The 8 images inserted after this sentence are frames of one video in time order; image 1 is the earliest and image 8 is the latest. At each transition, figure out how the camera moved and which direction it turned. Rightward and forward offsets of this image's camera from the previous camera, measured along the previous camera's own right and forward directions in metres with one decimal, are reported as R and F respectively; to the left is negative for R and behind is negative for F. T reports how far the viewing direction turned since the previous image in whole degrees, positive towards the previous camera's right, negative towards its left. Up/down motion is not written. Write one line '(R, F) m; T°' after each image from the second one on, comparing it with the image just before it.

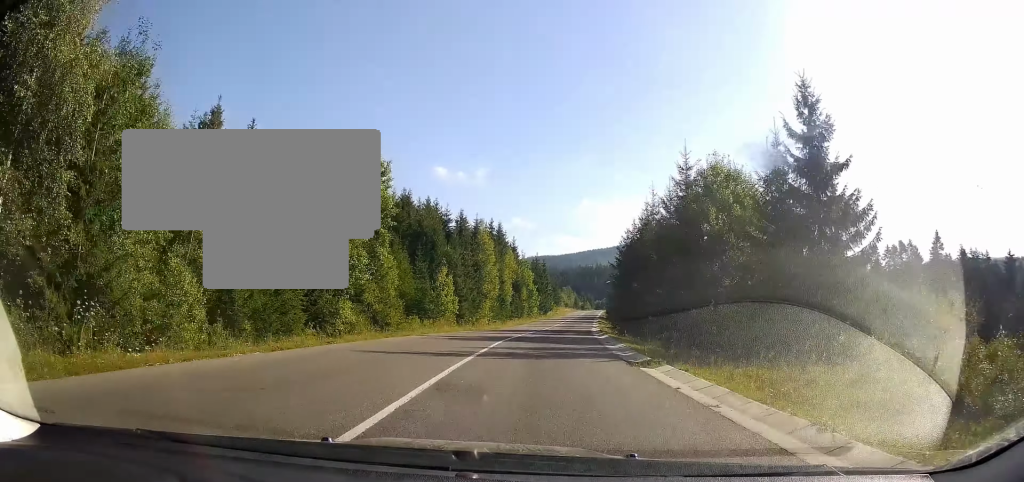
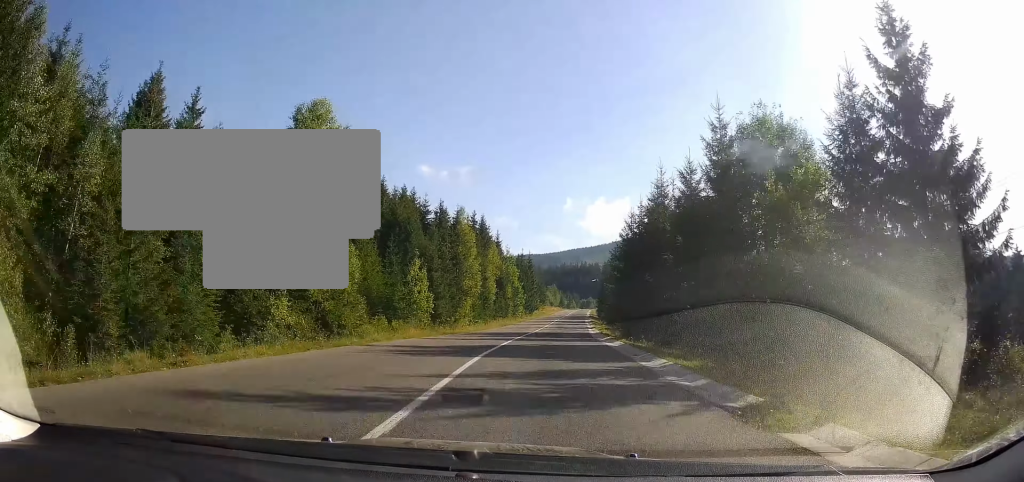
(+0.1, +7.4) m; +2°
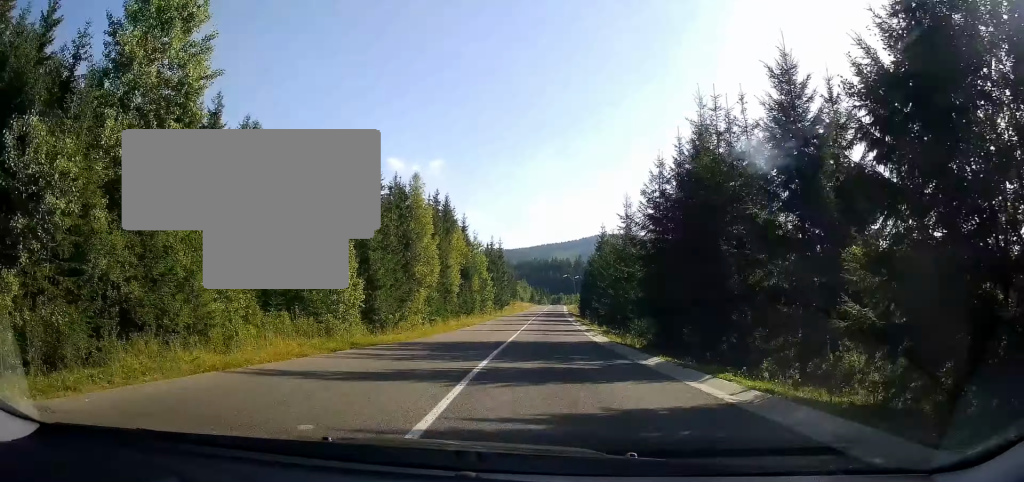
(+0.3, +15.2) m; +1°
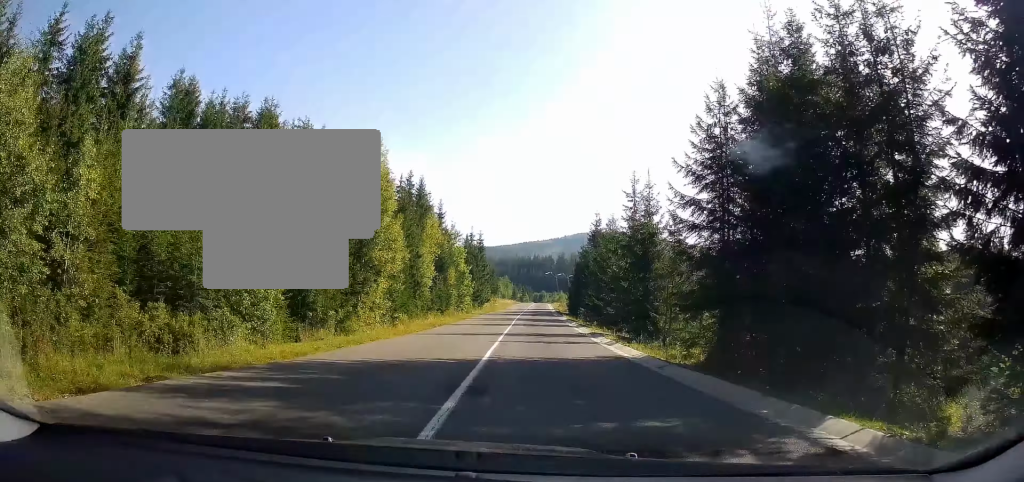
(+0.1, +10.8) m; +1°
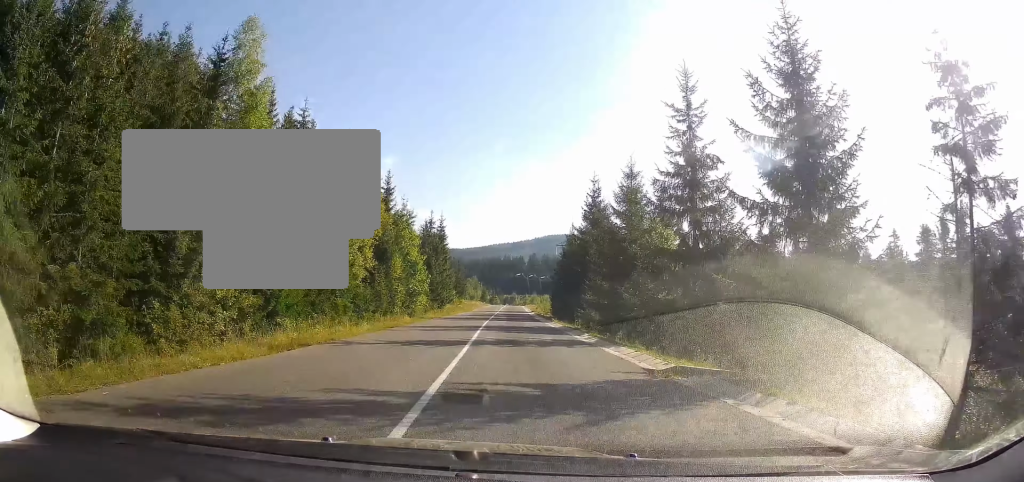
(+0.4, +20.6) m; +2°
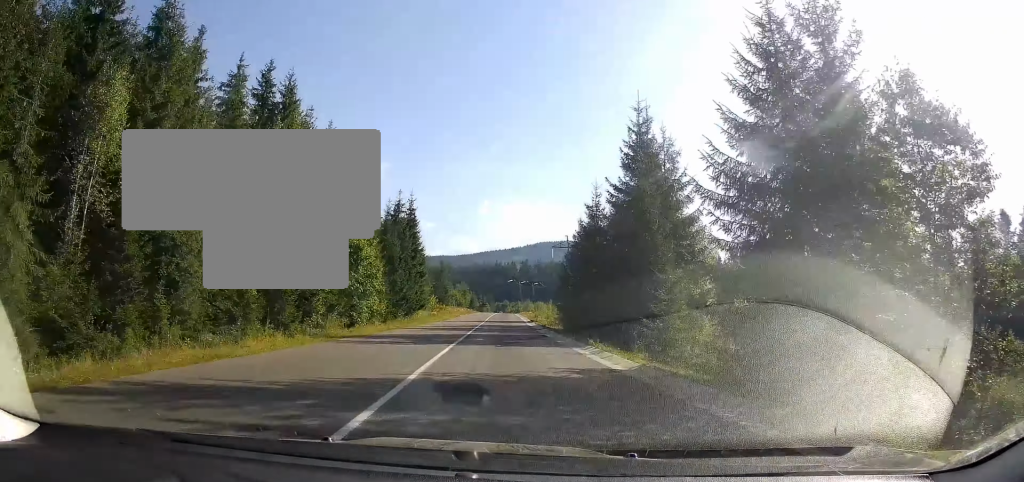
(+0.1, +23.8) m; 0°
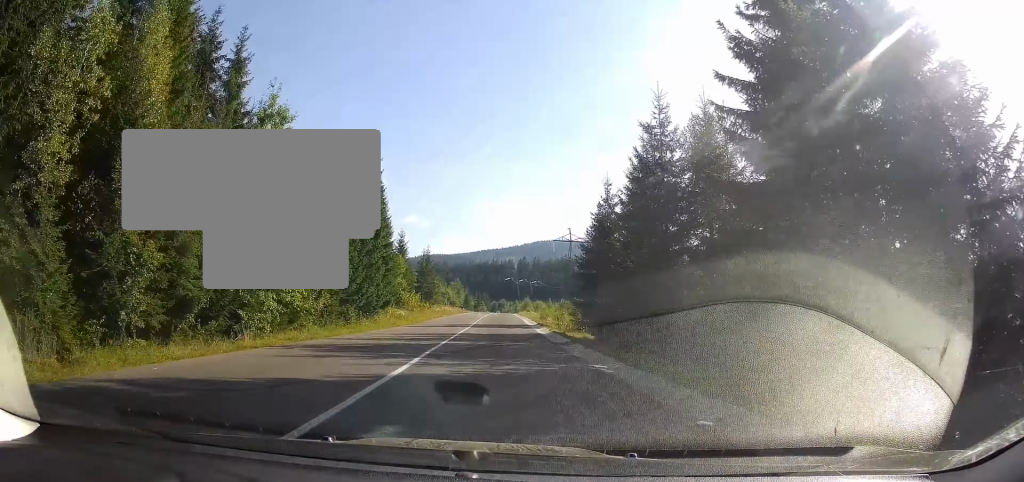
(+0.2, +20.0) m; +4°
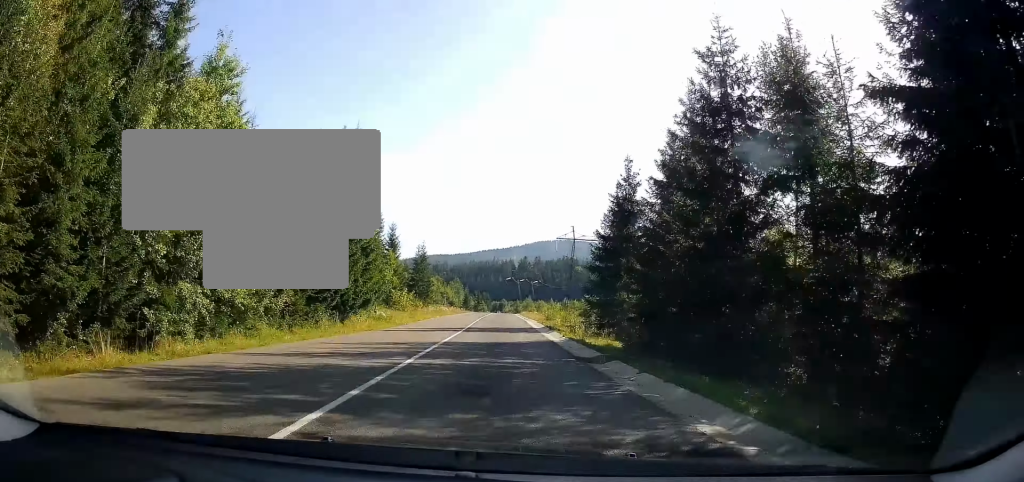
(-0.1, +8.4) m; +2°
